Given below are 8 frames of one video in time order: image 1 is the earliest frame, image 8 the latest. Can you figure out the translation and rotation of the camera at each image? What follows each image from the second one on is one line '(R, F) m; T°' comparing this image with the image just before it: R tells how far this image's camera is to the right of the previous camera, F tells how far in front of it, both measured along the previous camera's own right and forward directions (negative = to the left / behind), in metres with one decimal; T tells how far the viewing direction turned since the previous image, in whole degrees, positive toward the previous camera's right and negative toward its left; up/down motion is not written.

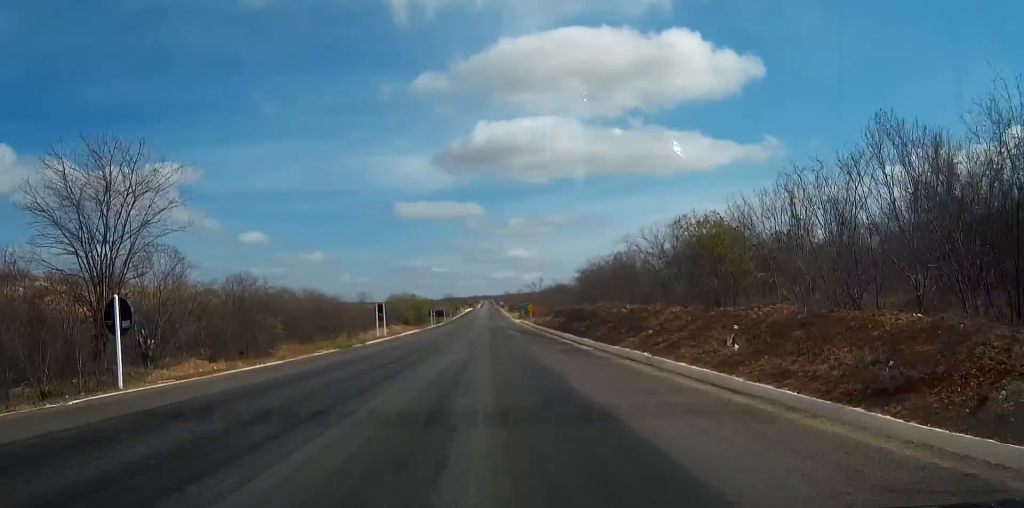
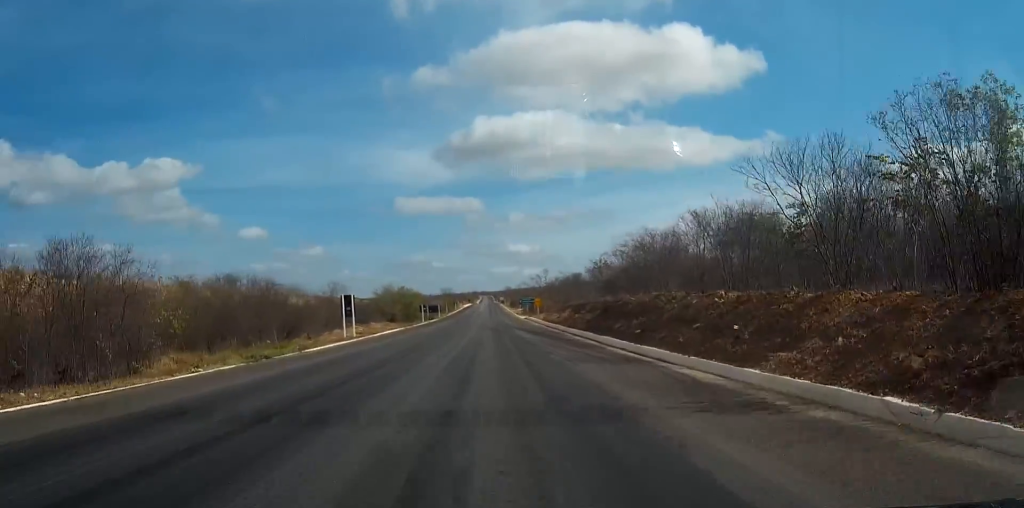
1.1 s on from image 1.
(0.0, +15.6) m; 0°
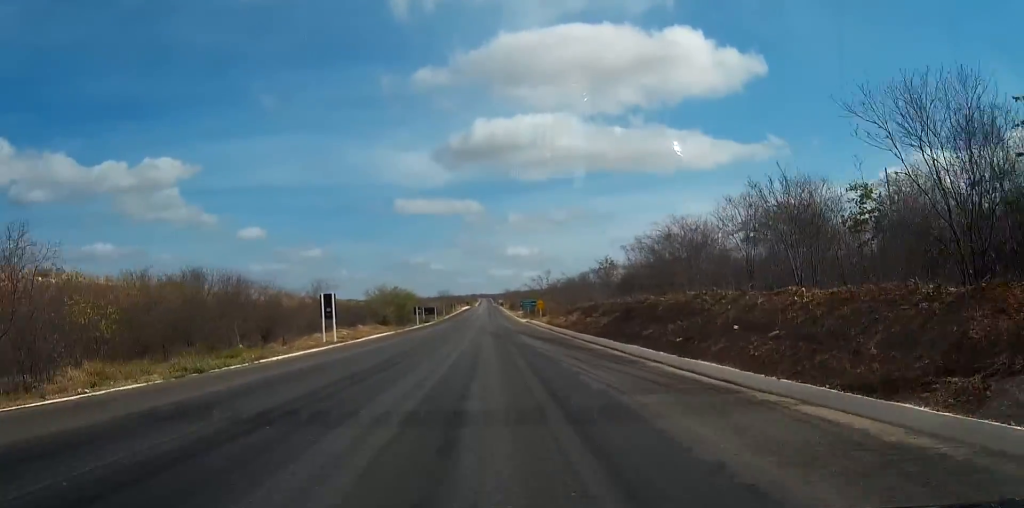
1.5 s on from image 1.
(0.0, +6.4) m; 0°
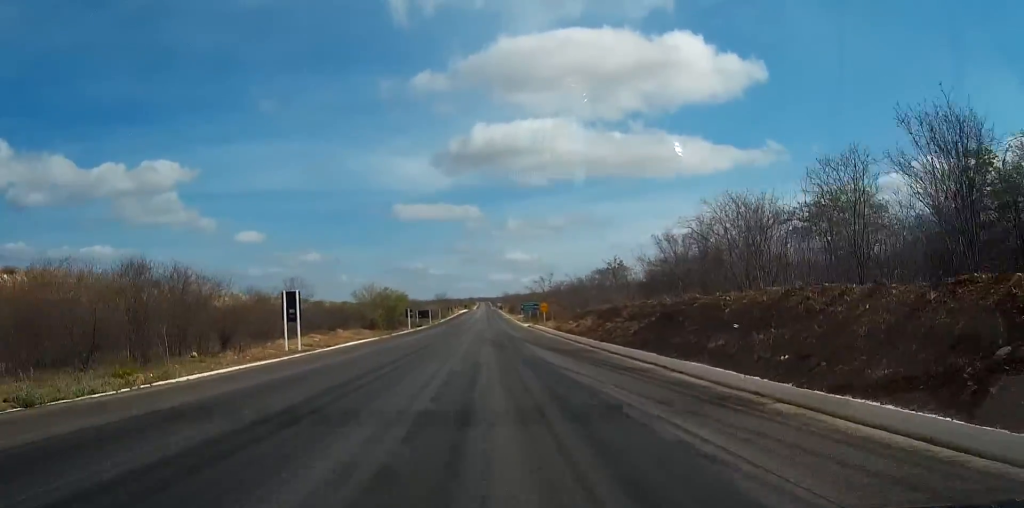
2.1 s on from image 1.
(0.0, +8.6) m; 0°
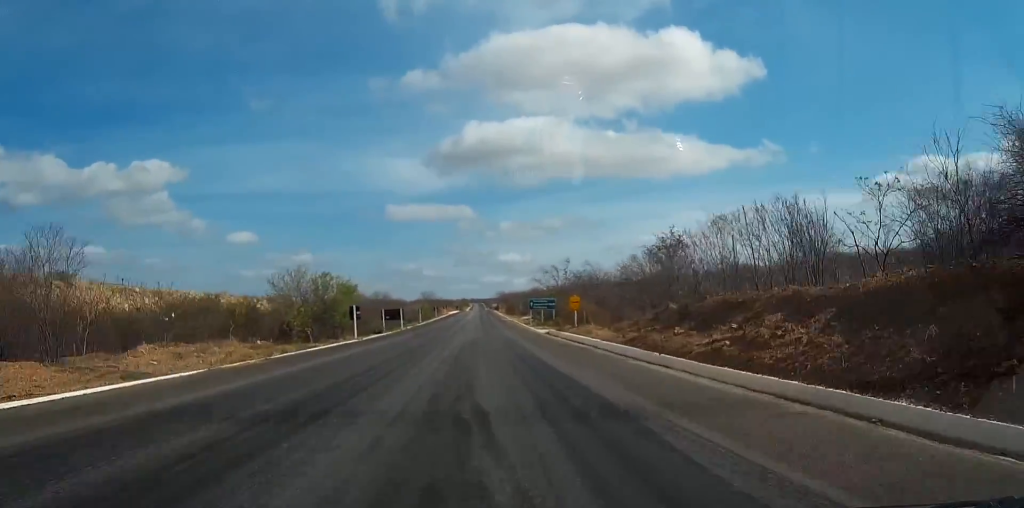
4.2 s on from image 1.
(0.0, +33.1) m; 0°
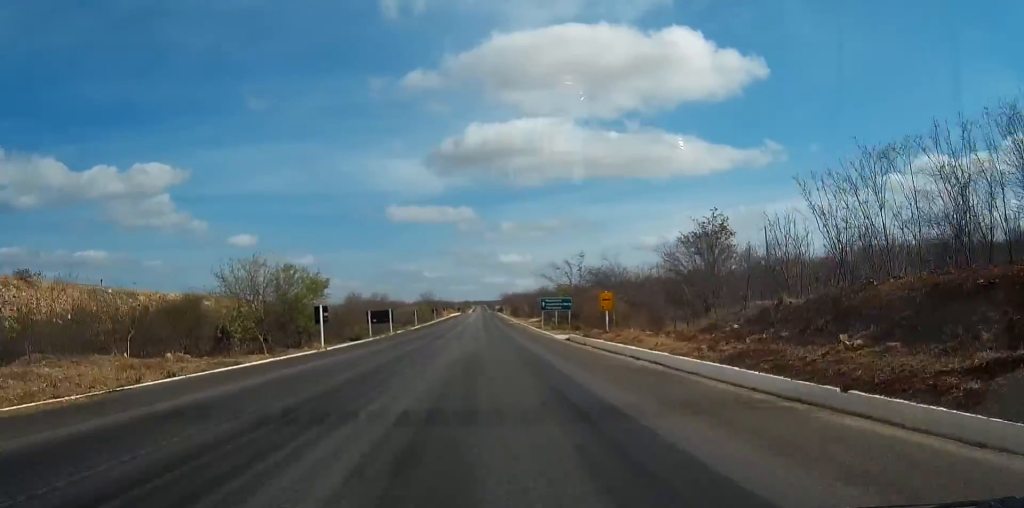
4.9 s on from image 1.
(0.0, +12.0) m; 0°
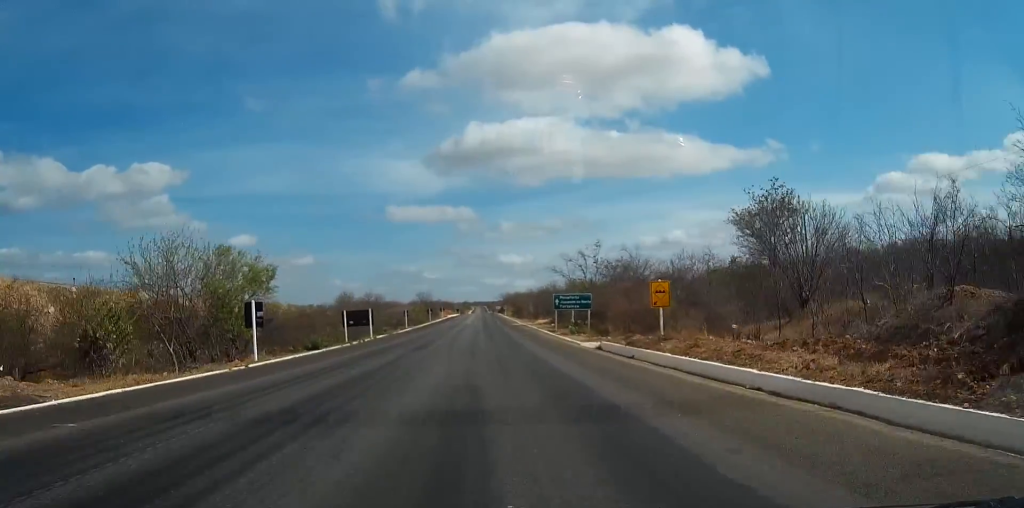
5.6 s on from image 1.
(0.0, +12.3) m; 0°
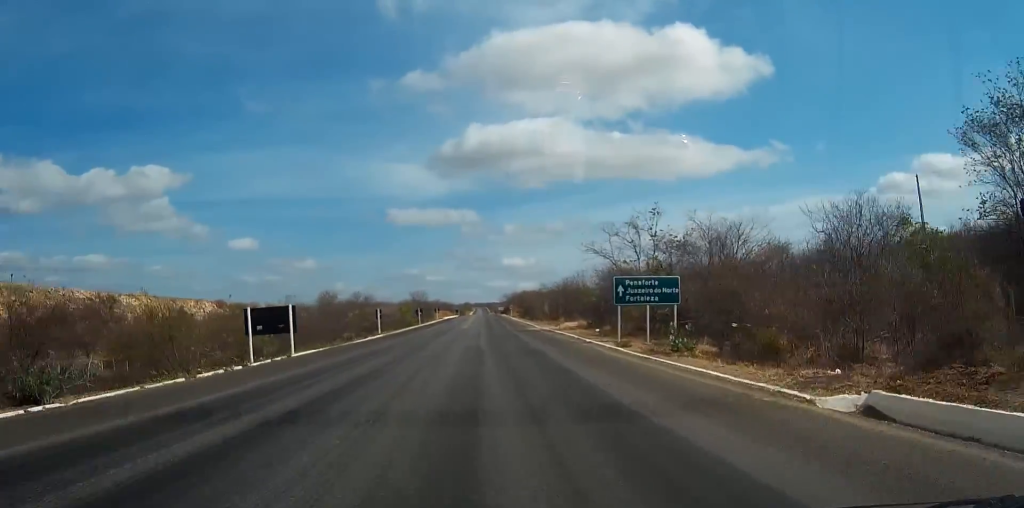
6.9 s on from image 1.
(0.0, +24.7) m; 0°
